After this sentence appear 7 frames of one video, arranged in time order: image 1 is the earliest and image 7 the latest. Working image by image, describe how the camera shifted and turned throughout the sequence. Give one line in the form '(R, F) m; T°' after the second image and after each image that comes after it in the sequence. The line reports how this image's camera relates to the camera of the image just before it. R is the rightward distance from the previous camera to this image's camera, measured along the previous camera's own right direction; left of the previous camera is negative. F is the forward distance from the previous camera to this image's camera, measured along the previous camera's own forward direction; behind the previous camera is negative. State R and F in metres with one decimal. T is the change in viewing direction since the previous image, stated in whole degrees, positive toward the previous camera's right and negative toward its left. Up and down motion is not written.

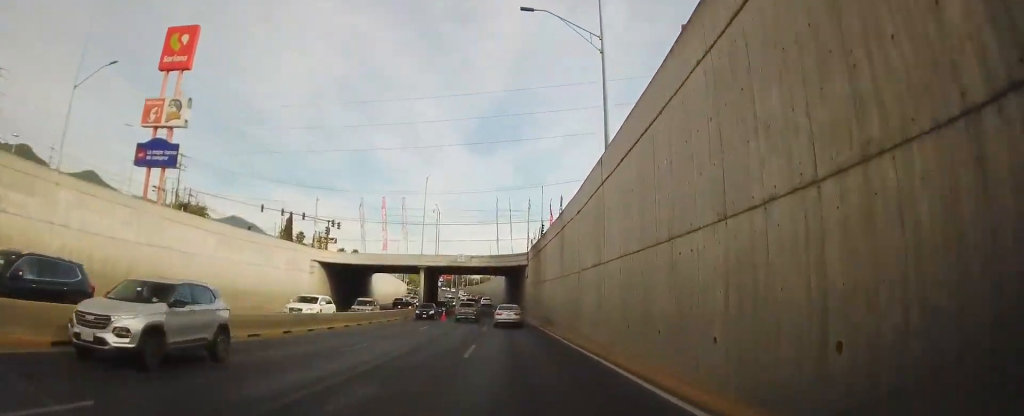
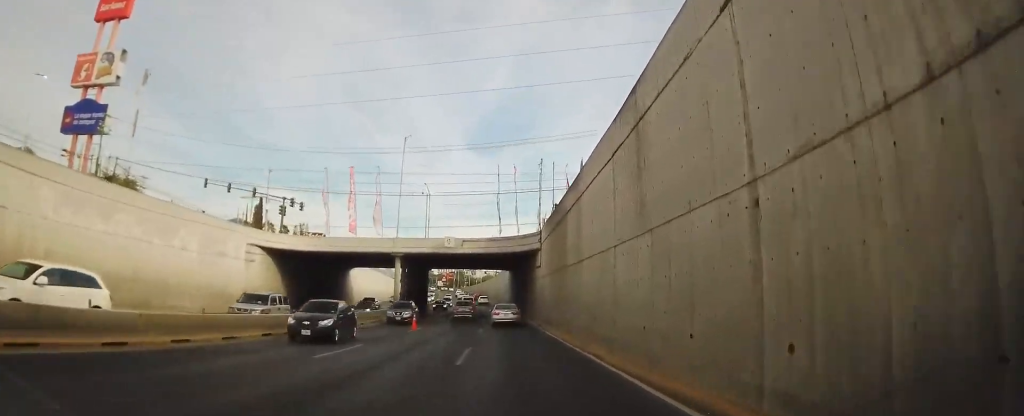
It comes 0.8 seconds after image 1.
(-0.2, +16.7) m; -1°
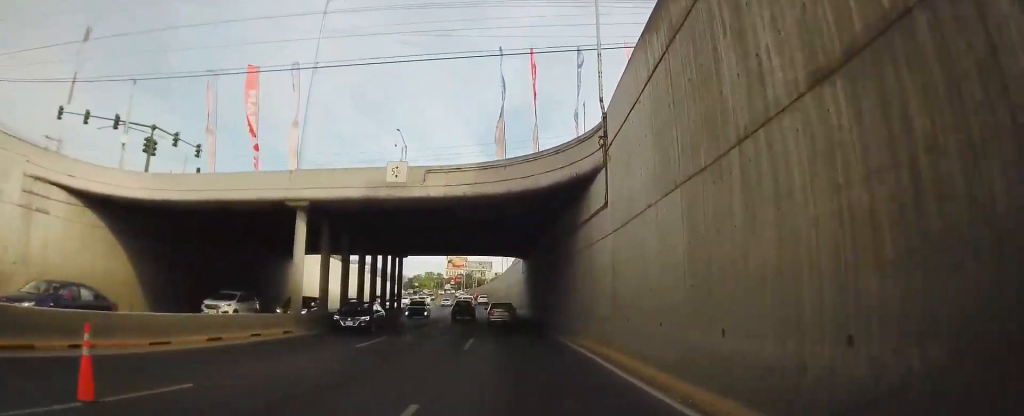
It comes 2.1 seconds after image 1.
(-0.2, +25.2) m; -1°
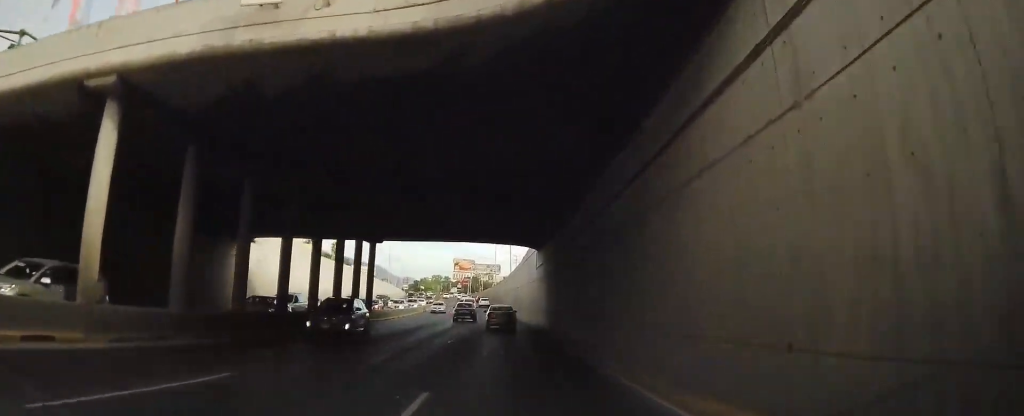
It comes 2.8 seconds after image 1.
(-0.2, +13.7) m; -1°
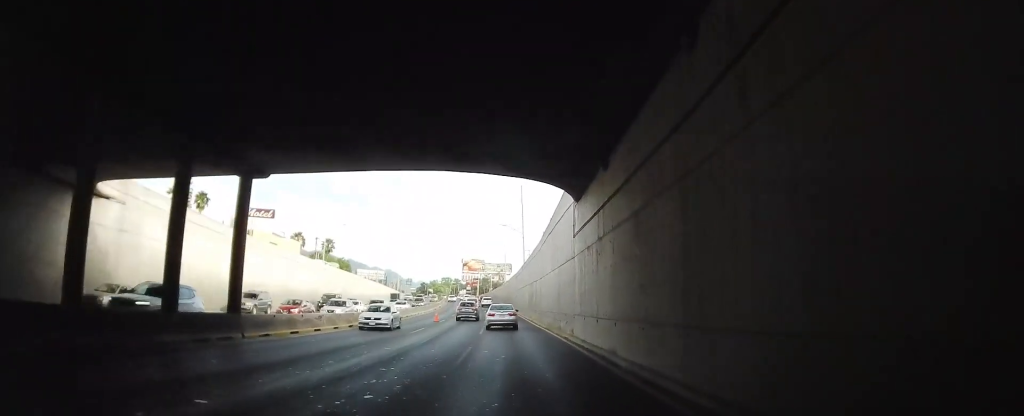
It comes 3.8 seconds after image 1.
(+0.1, +20.3) m; 0°
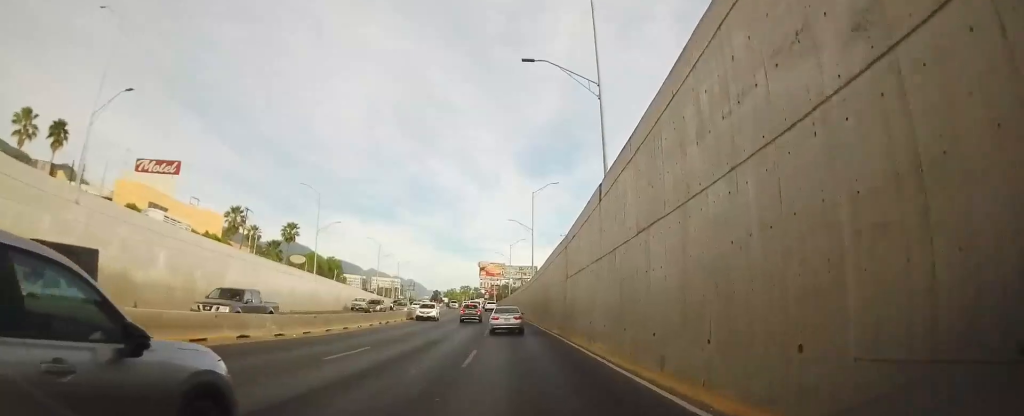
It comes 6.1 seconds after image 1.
(-1.0, +44.3) m; -3°
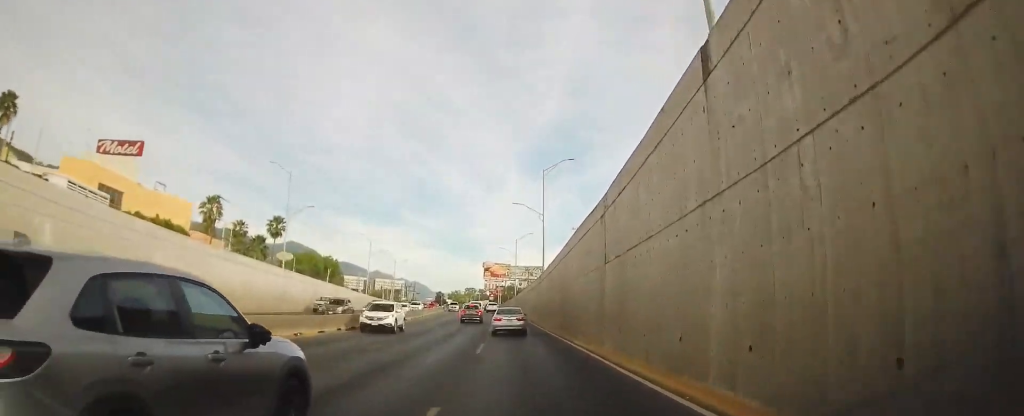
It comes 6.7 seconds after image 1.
(+0.2, +10.3) m; -1°
